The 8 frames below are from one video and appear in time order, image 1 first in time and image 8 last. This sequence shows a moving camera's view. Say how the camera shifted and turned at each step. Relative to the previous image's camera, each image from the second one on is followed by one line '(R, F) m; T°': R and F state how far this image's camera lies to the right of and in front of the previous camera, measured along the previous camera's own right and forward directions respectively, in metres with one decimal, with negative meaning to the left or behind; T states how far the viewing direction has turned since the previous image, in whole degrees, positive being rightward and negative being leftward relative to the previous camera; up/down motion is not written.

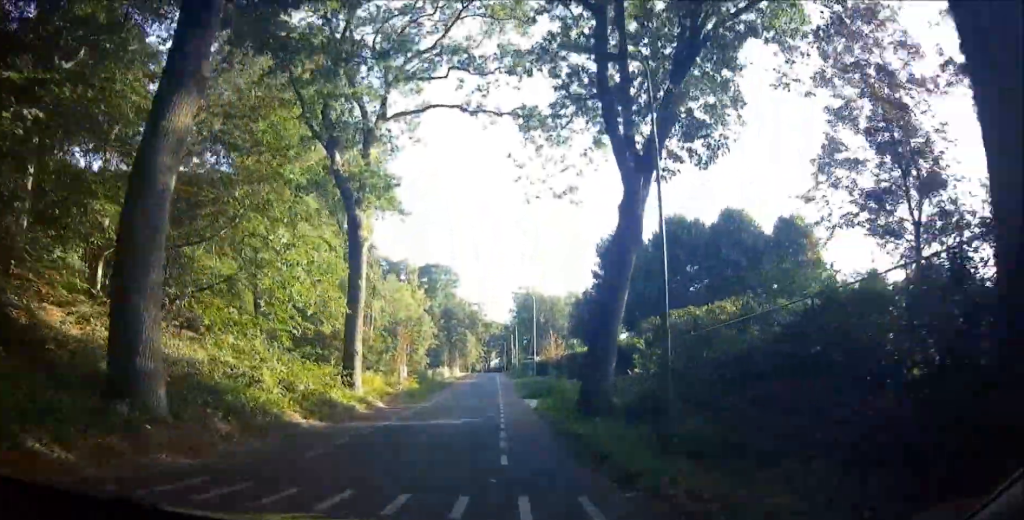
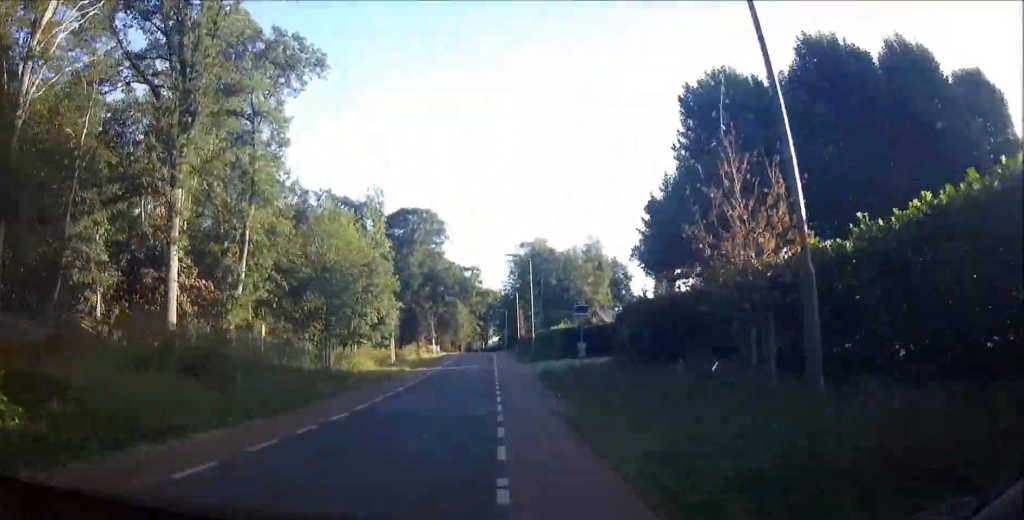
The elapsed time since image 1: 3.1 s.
(0.0, +41.8) m; +1°
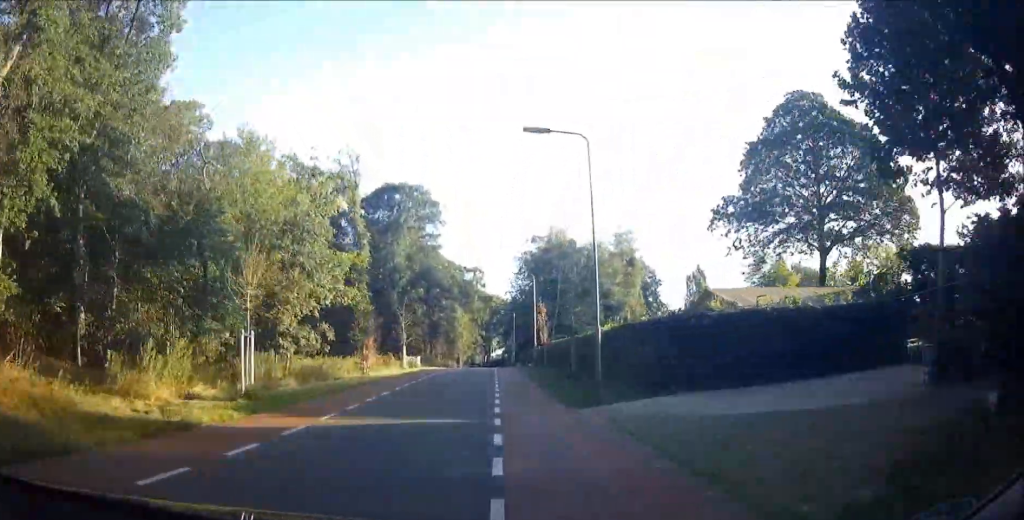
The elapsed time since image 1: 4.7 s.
(+0.3, +24.1) m; -1°
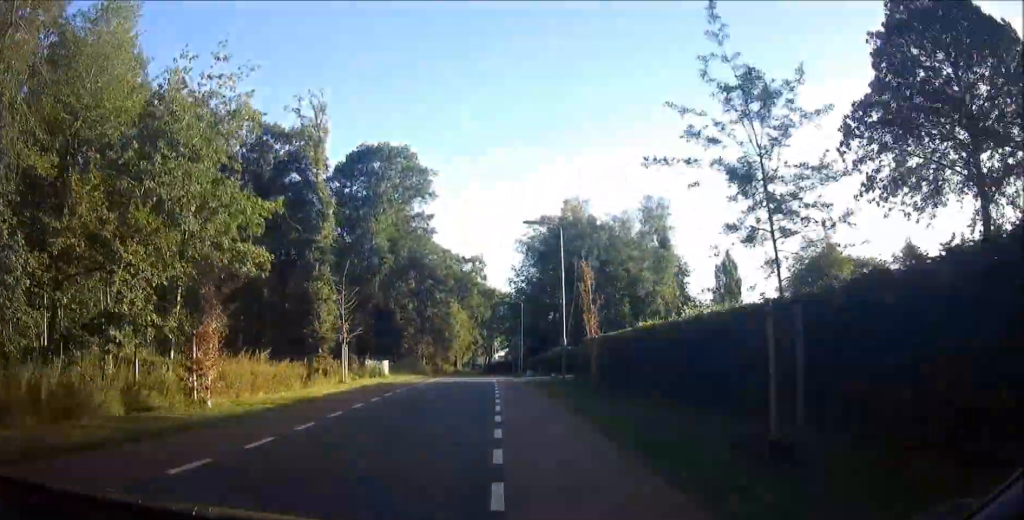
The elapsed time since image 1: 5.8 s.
(-0.2, +17.3) m; -1°
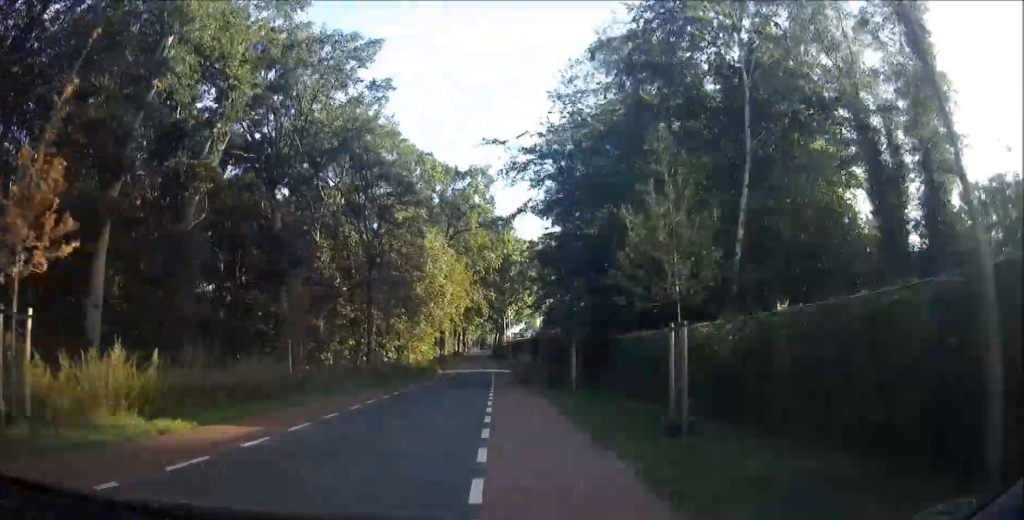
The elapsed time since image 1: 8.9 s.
(-0.6, +53.4) m; -1°
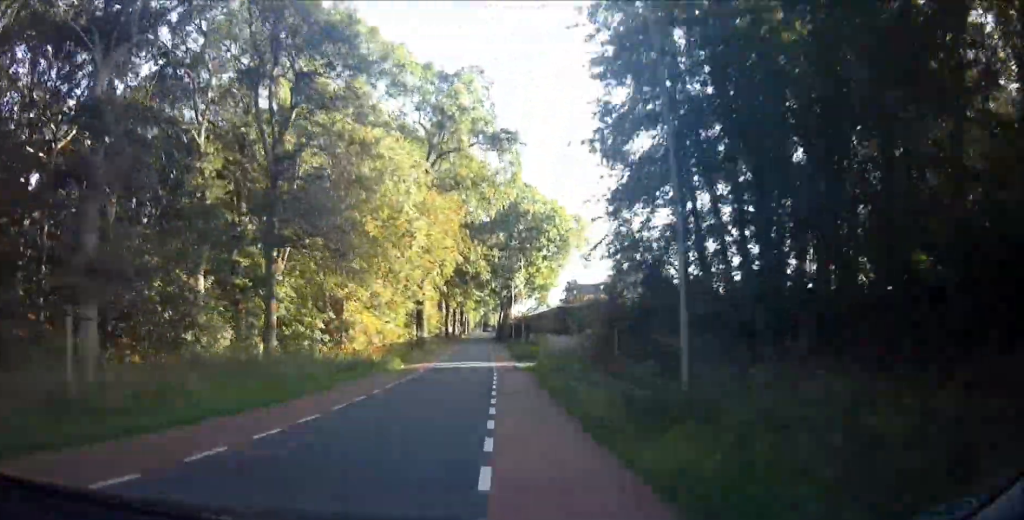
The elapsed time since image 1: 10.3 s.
(-0.1, +25.8) m; 0°
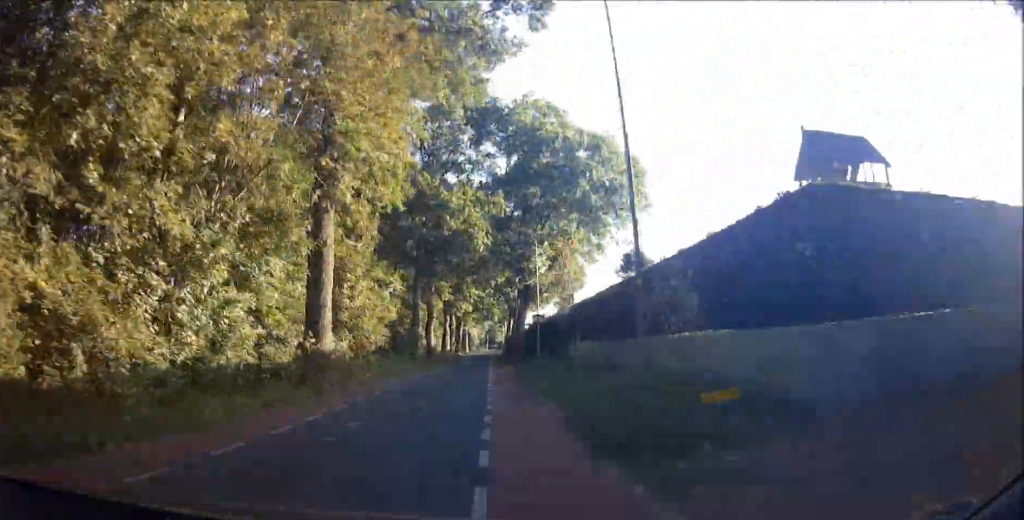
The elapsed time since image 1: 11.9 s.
(-0.1, +30.2) m; -1°
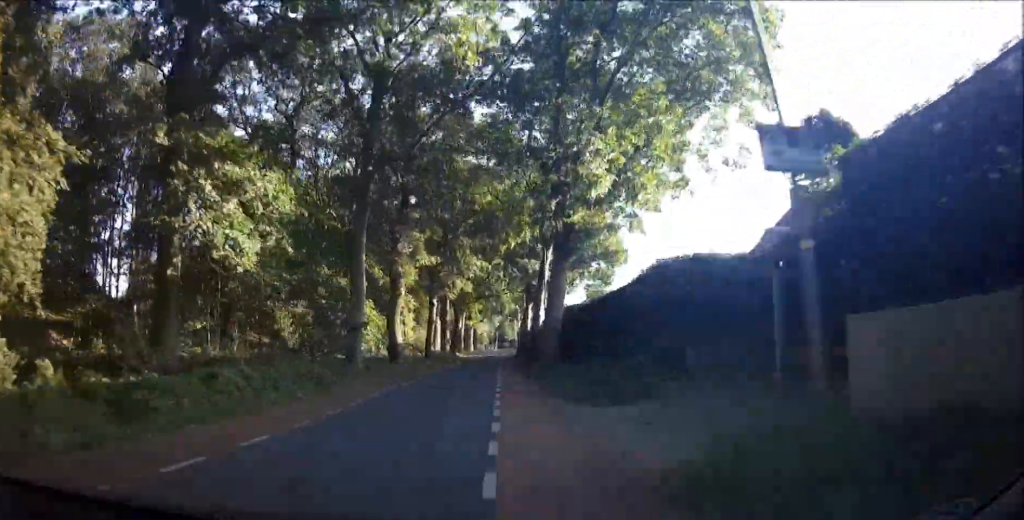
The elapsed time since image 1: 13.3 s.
(0.0, +24.5) m; -1°
